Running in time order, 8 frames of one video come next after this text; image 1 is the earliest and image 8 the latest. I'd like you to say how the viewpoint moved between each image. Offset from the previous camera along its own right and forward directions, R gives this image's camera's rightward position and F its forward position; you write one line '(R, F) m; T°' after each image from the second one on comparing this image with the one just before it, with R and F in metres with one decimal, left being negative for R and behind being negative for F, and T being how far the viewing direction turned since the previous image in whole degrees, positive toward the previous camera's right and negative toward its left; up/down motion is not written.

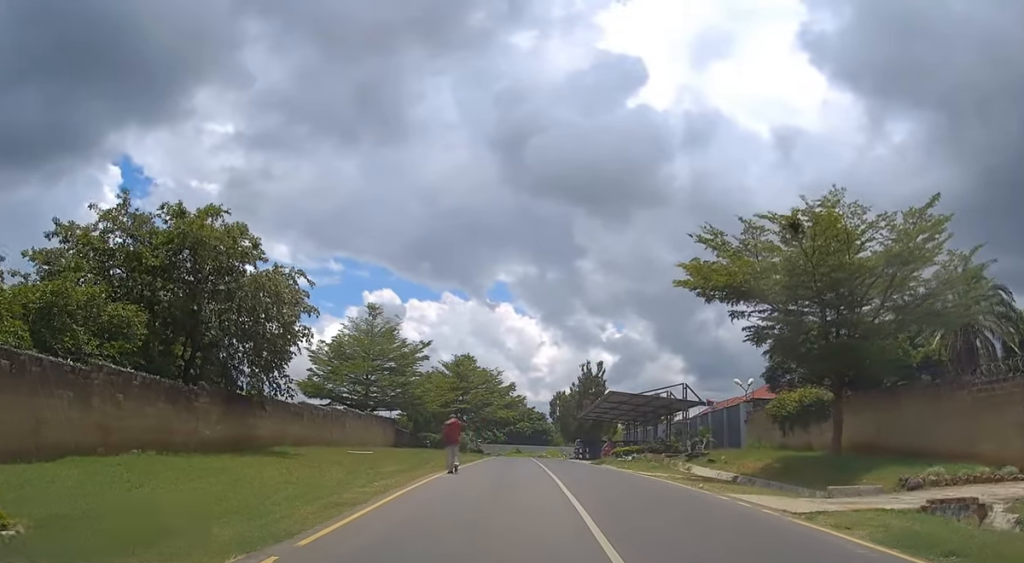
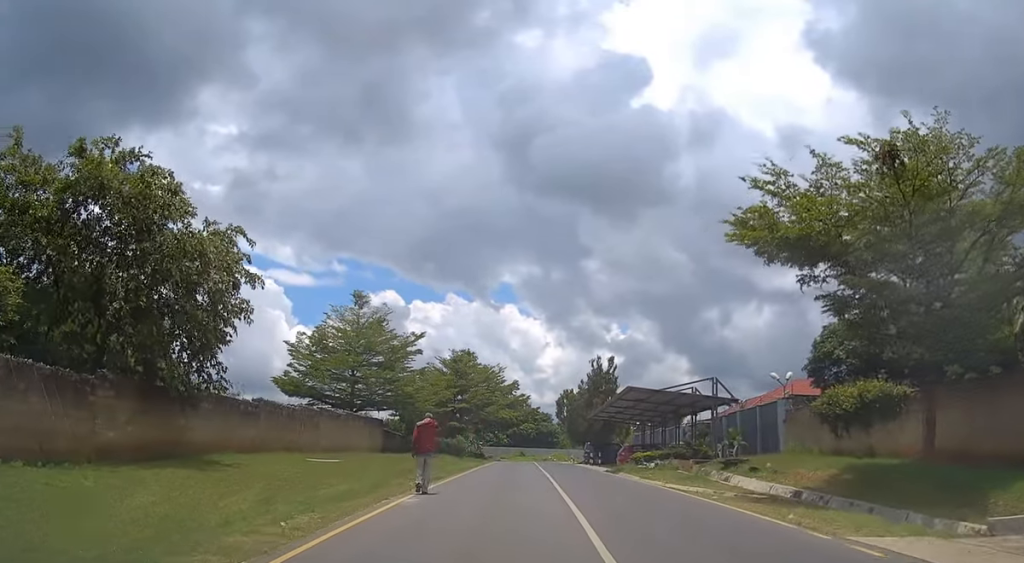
(0.0, +6.5) m; 0°
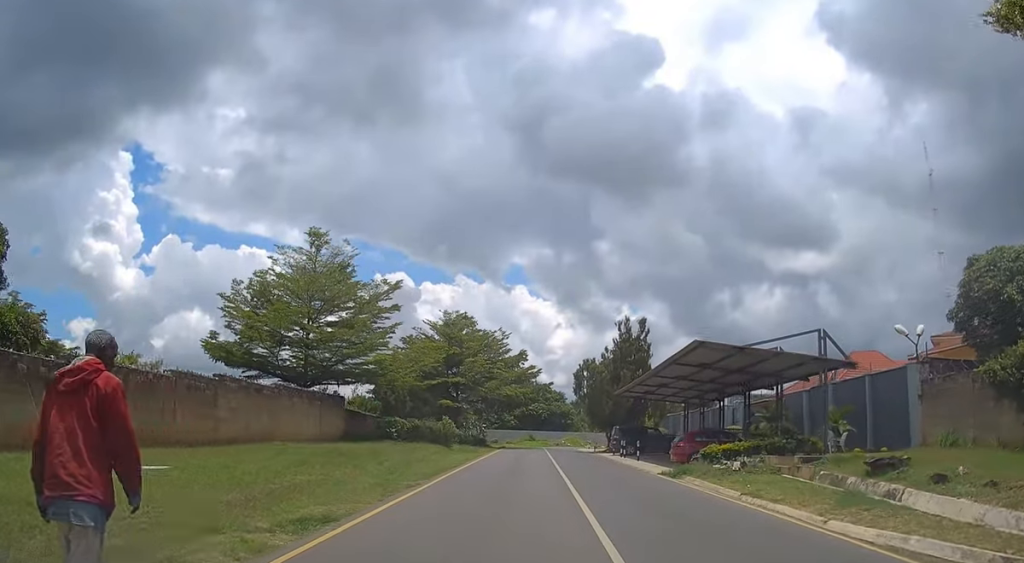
(0.0, +13.8) m; 0°
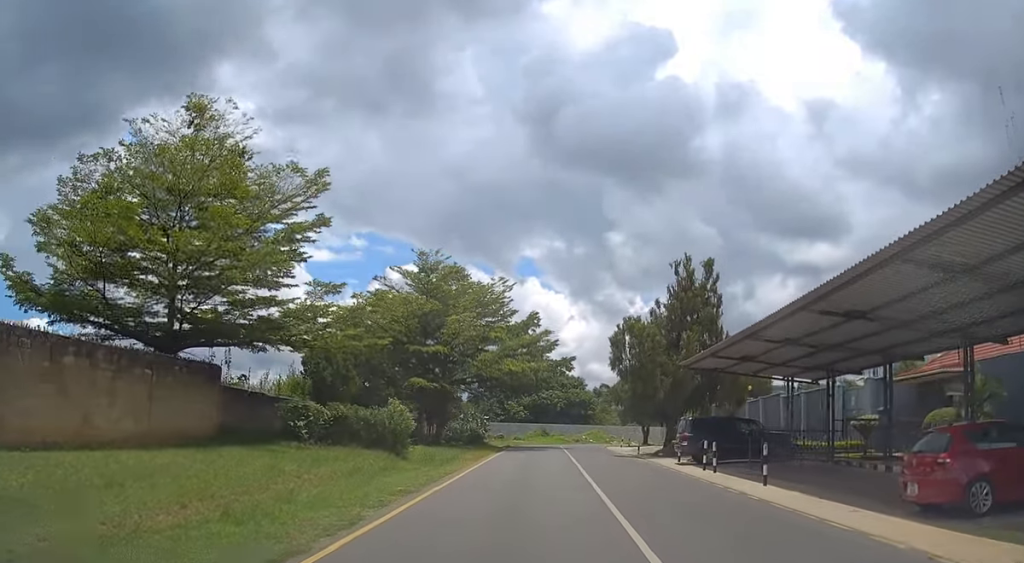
(-0.3, +17.5) m; -2°
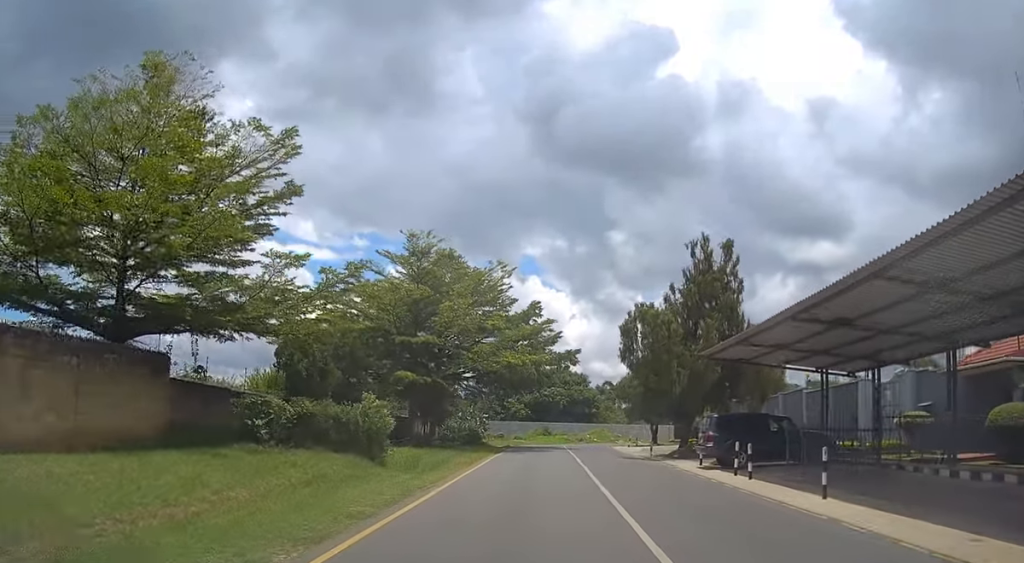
(0.0, +3.5) m; 0°
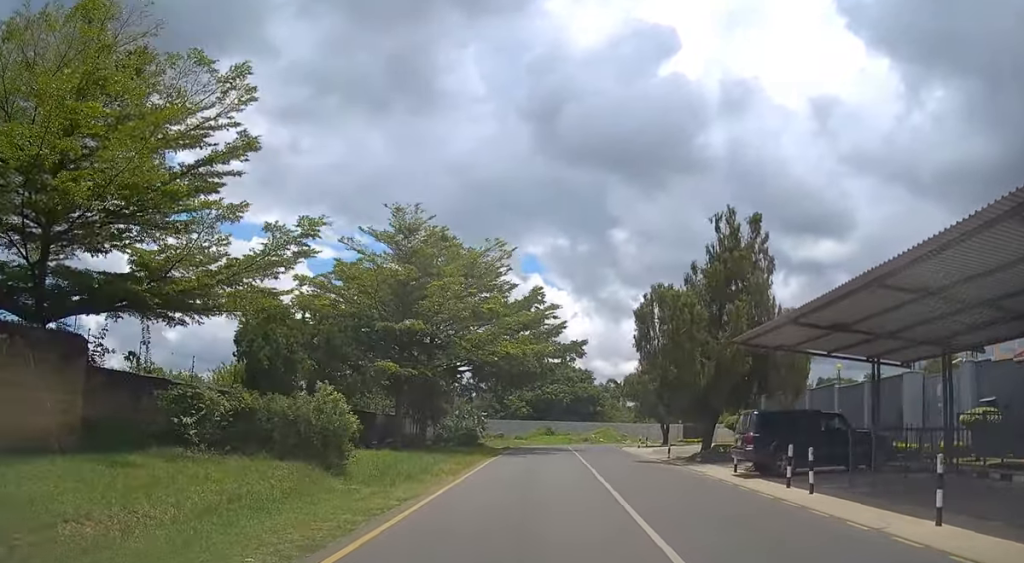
(0.0, +4.1) m; 0°
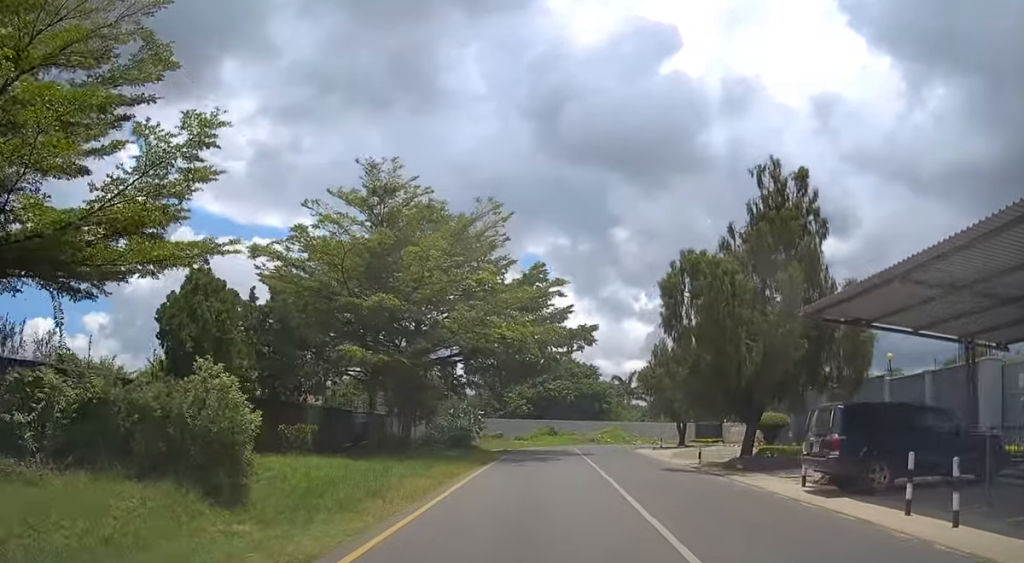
(-0.1, +5.4) m; 0°
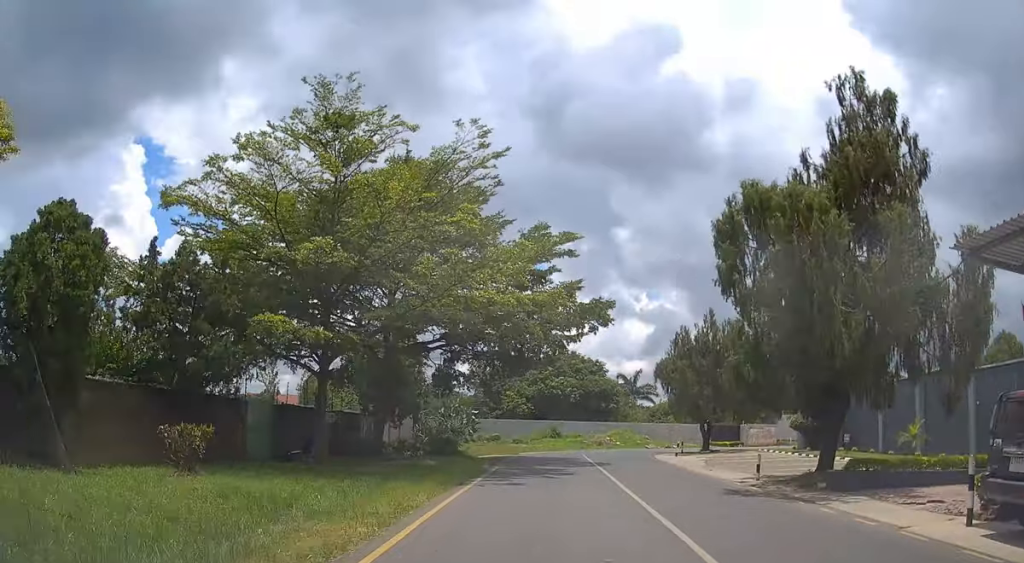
(+0.1, +6.7) m; 0°
